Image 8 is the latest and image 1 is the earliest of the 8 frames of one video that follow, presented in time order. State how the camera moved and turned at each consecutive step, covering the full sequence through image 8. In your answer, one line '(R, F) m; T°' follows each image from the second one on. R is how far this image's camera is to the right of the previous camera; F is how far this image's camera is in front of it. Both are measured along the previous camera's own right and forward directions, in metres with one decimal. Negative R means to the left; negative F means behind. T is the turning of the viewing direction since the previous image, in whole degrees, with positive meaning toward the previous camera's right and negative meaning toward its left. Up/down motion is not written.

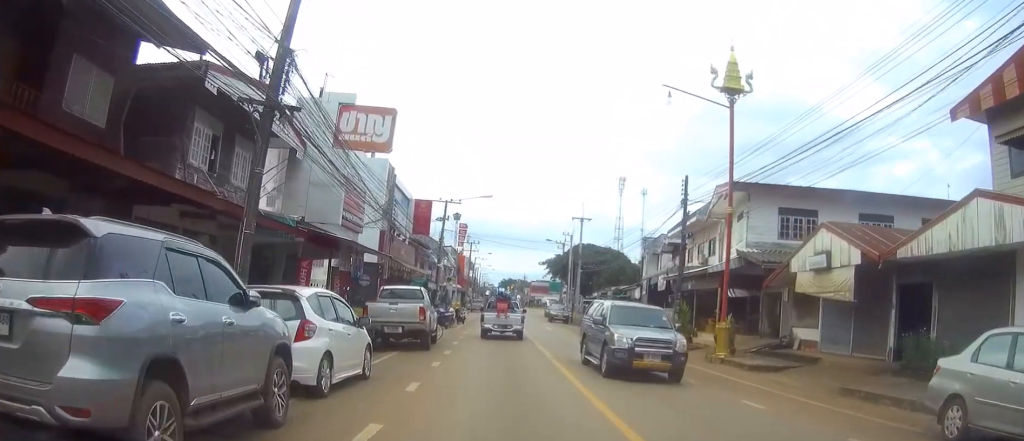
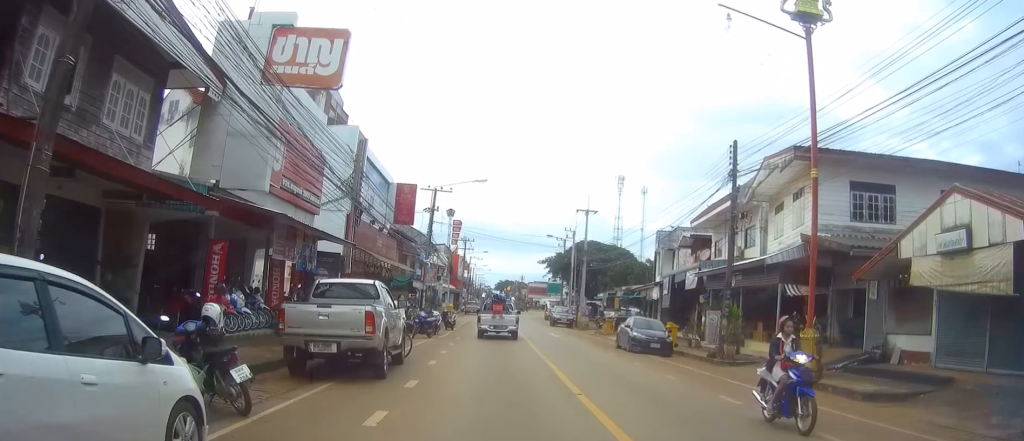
(+0.1, +7.2) m; +2°
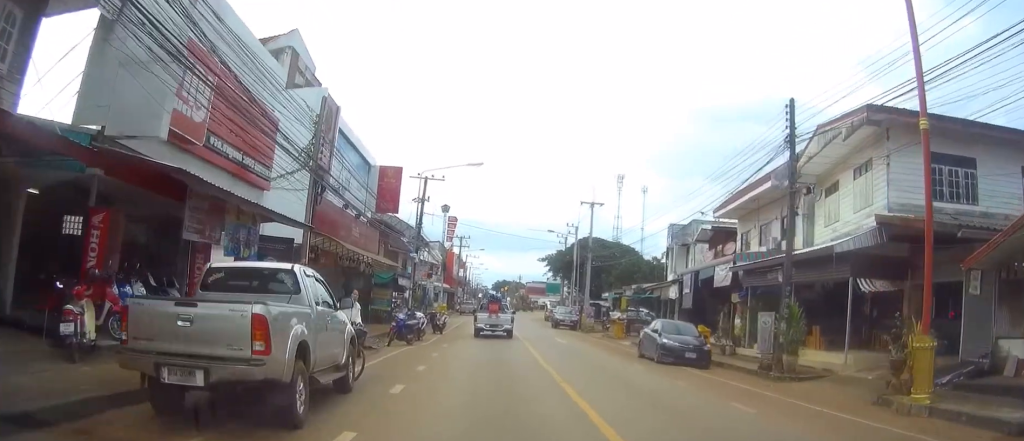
(+0.1, +5.5) m; 0°
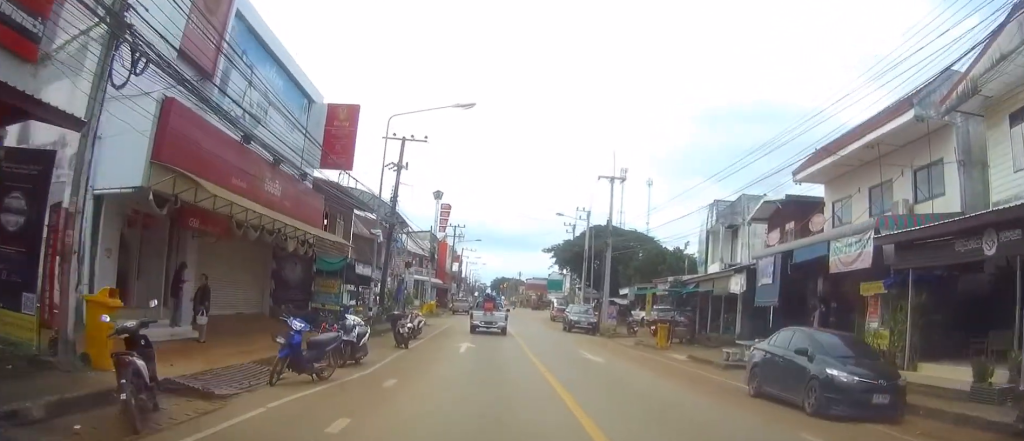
(-0.3, +10.6) m; -3°
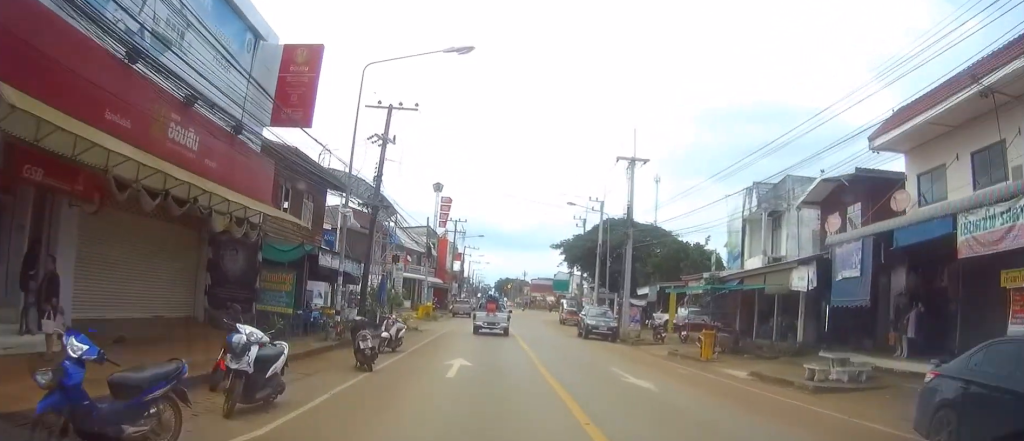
(0.0, +6.0) m; +1°
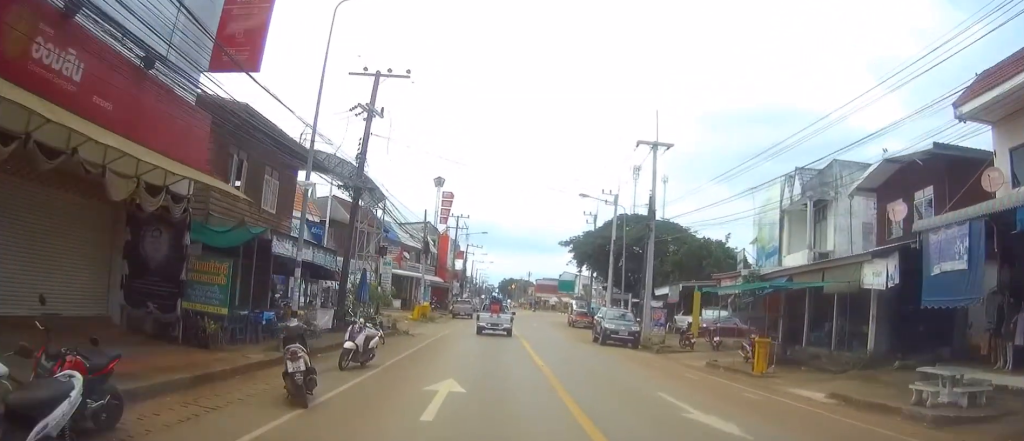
(+0.1, +4.7) m; 0°
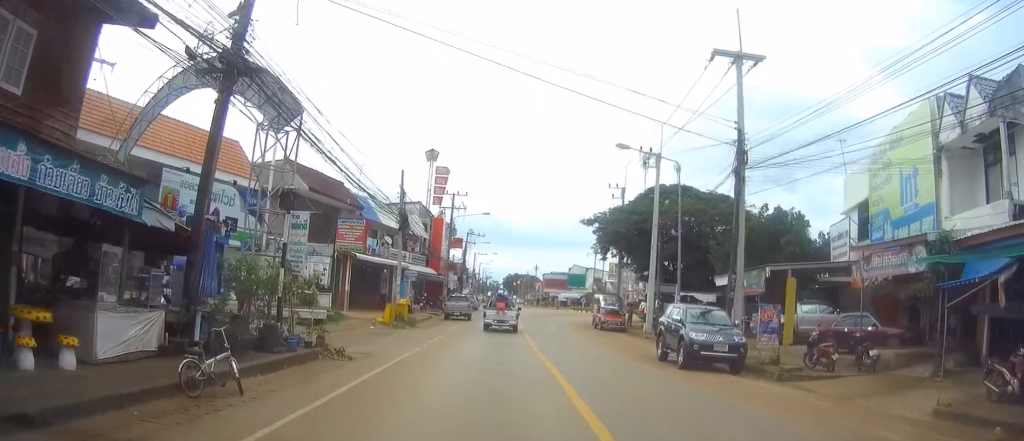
(-0.2, +12.9) m; 0°
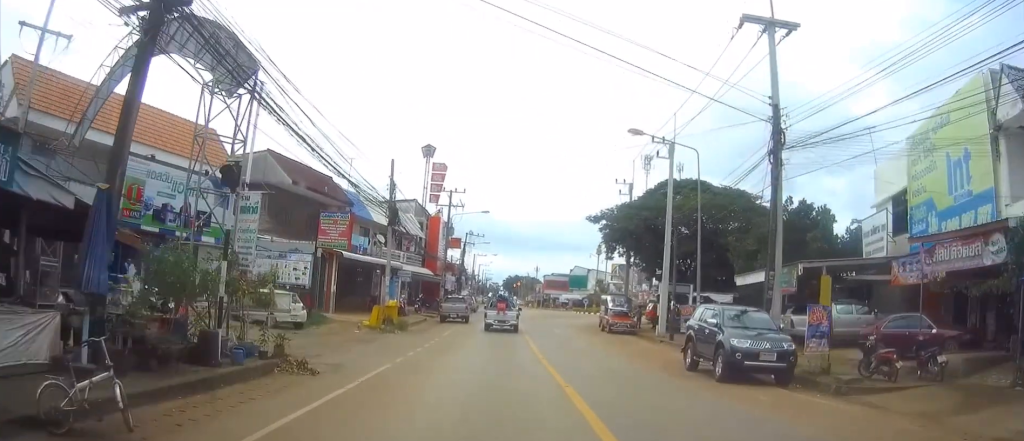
(0.0, +3.3) m; +1°
